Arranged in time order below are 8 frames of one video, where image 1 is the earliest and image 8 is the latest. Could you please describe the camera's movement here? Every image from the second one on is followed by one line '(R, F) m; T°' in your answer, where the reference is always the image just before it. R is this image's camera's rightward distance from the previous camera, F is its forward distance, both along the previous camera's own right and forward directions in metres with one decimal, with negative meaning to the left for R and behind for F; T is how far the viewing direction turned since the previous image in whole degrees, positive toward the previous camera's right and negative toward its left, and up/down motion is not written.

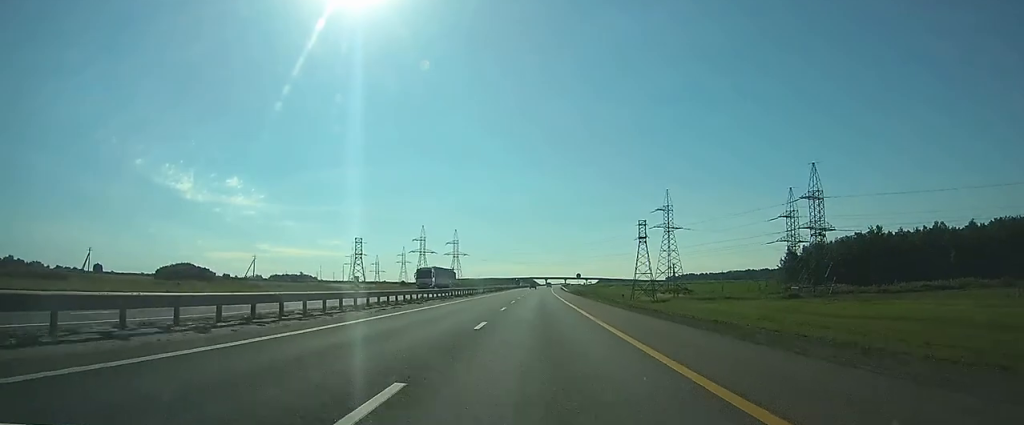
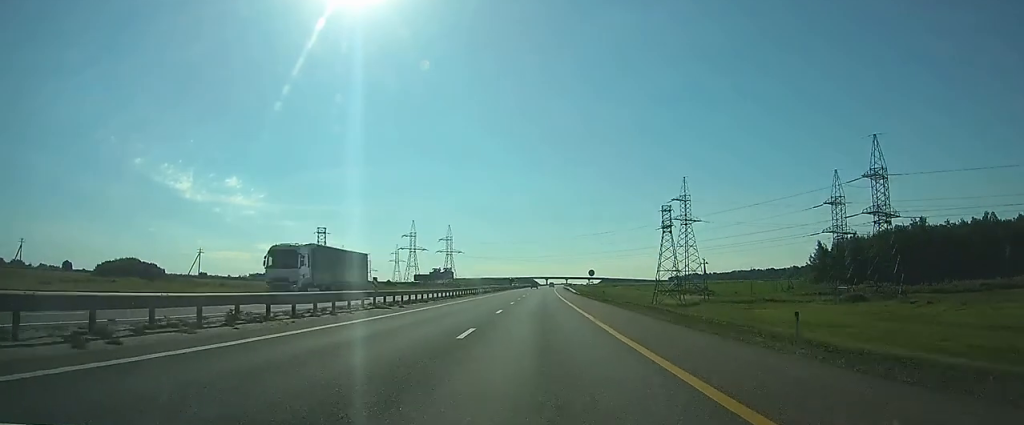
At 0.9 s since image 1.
(0.0, +26.9) m; 0°
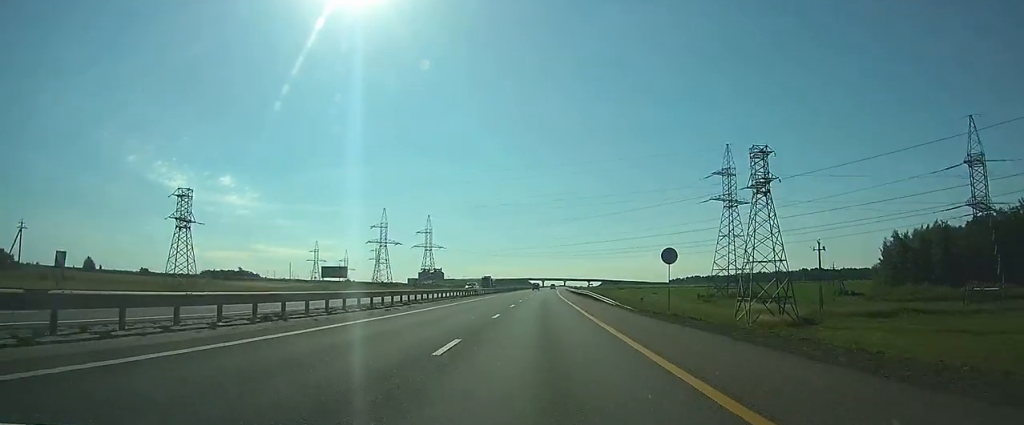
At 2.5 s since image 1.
(-0.1, +51.1) m; 0°
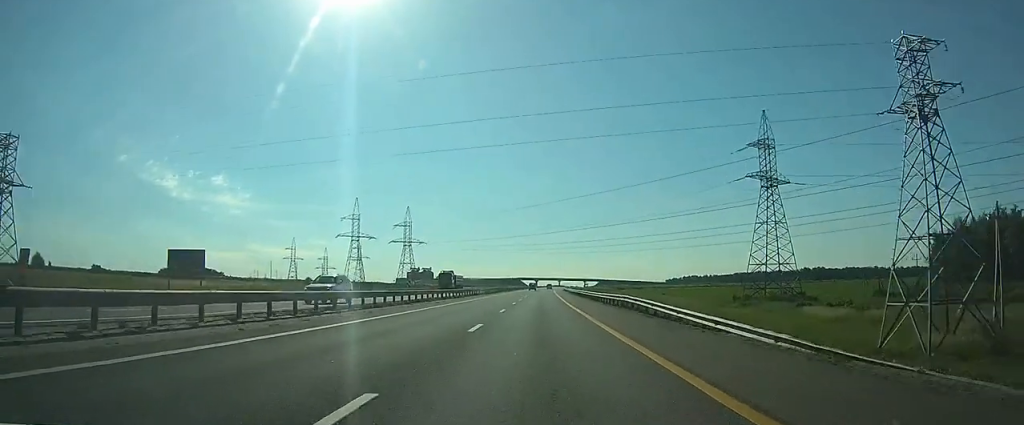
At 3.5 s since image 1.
(+0.1, +30.5) m; 0°
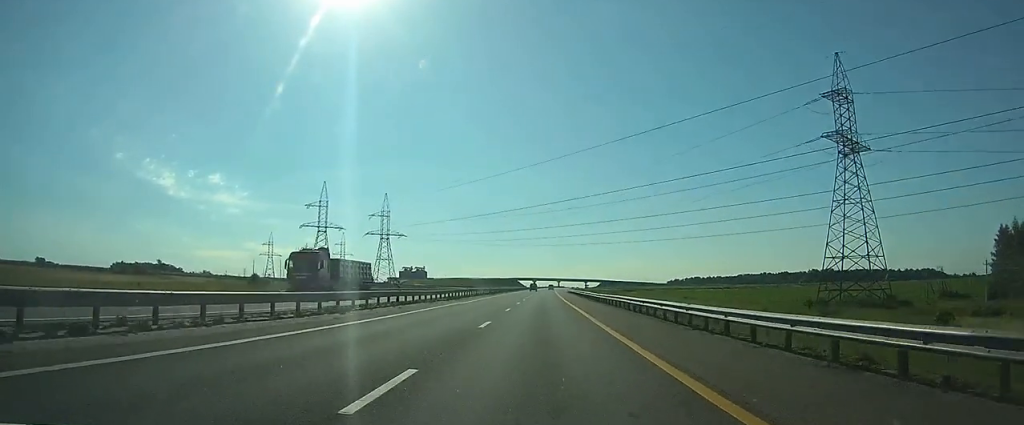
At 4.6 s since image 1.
(+0.1, +33.5) m; 0°
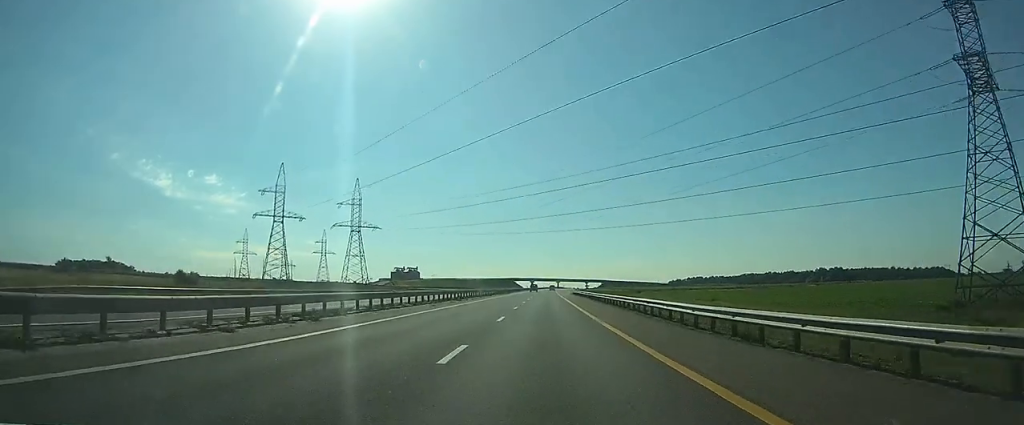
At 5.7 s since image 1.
(+0.1, +31.5) m; 0°
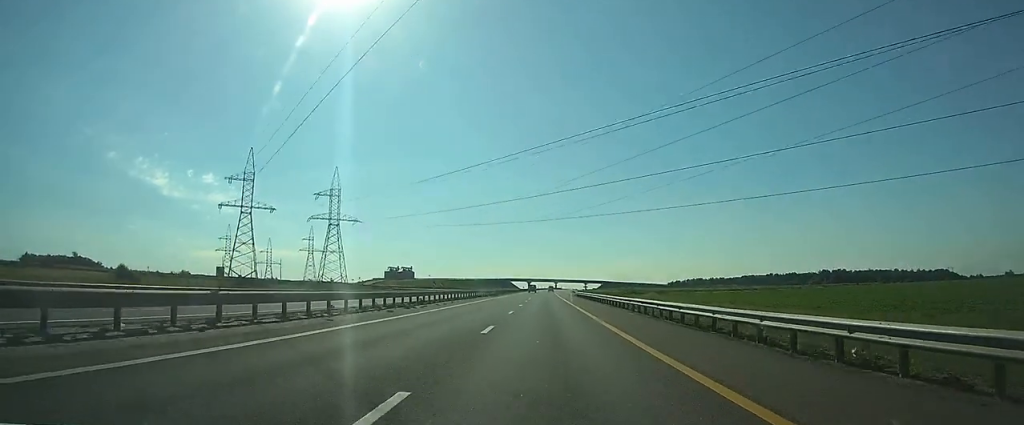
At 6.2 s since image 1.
(0.0, +17.3) m; 0°
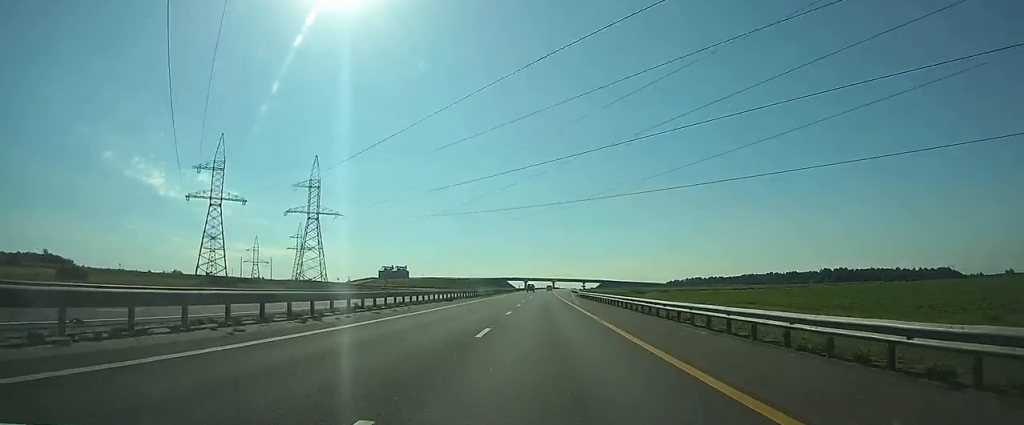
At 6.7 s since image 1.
(0.0, +13.3) m; 0°
